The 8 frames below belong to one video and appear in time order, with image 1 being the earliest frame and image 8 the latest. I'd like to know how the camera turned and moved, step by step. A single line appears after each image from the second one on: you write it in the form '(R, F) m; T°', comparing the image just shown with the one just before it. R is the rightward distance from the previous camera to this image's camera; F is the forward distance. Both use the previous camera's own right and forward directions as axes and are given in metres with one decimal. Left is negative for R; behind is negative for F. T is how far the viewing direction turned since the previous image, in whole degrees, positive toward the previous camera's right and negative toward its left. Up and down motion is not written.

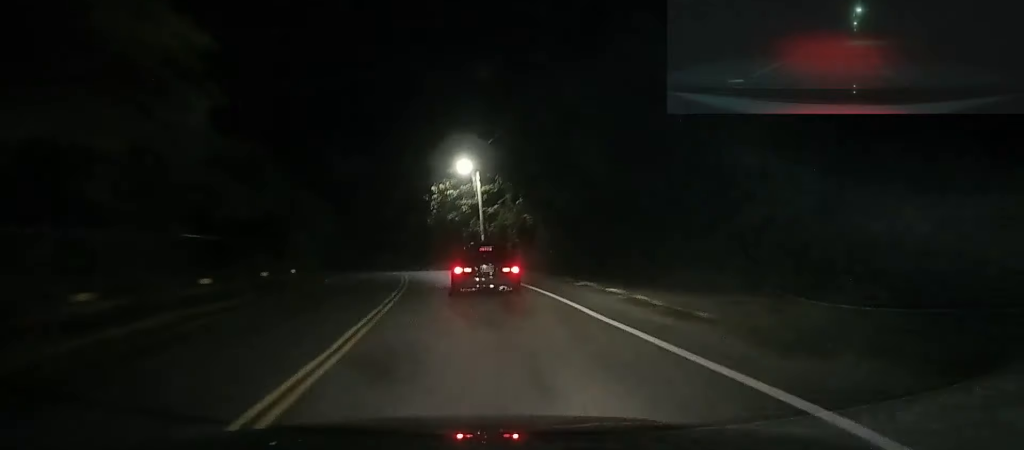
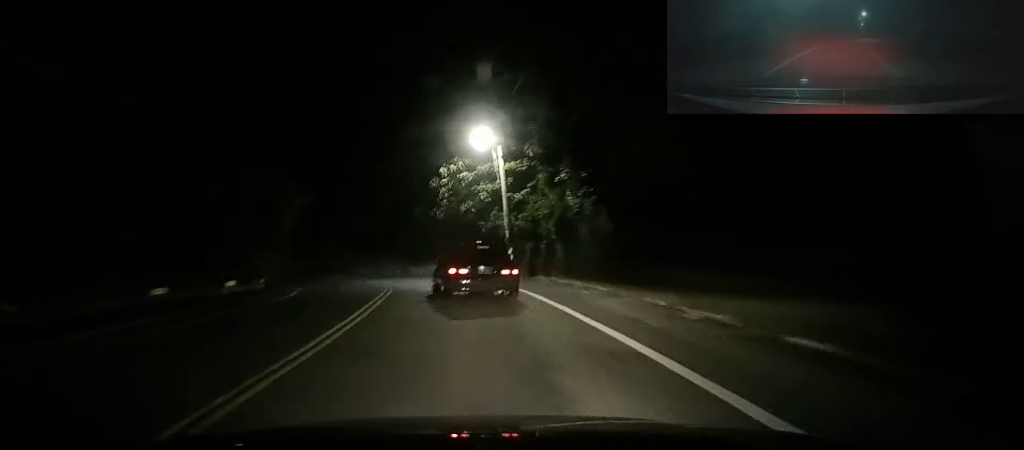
(-0.1, +10.7) m; -1°
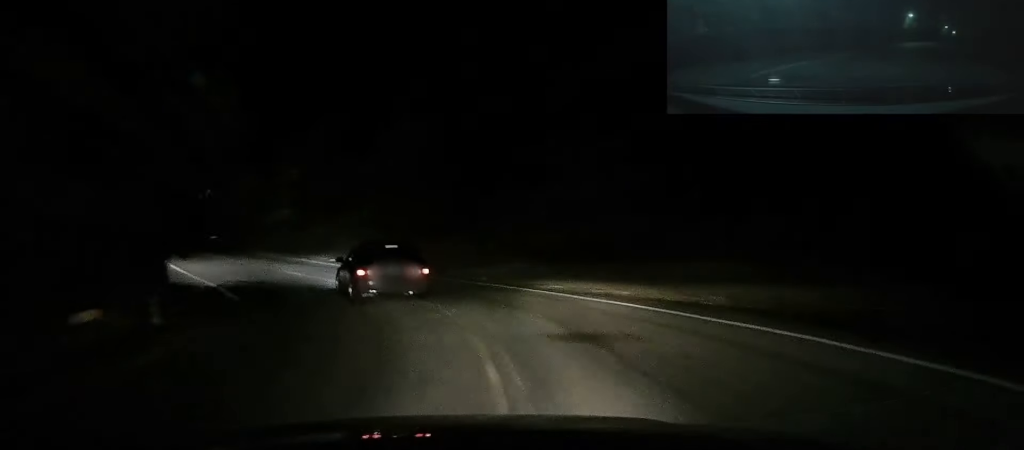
(-2.3, +35.7) m; -19°
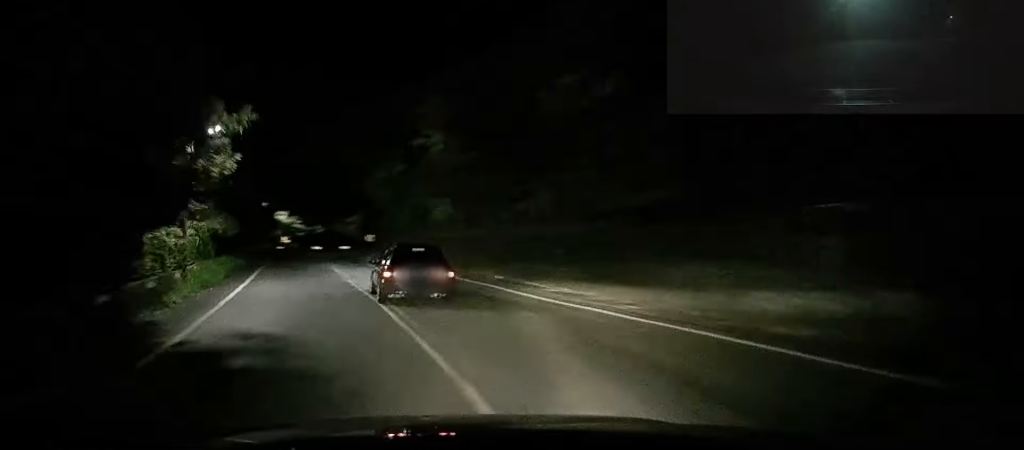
(-2.5, +12.5) m; -11°
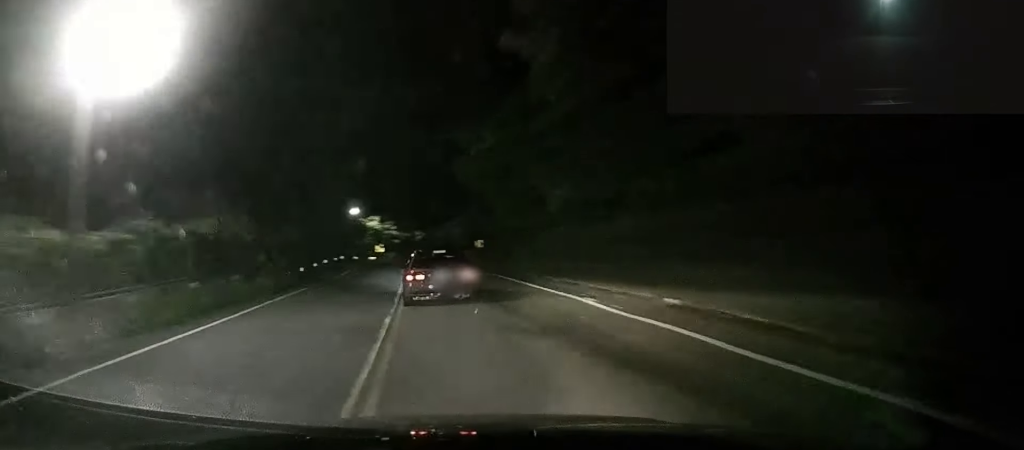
(-0.9, +10.7) m; -8°
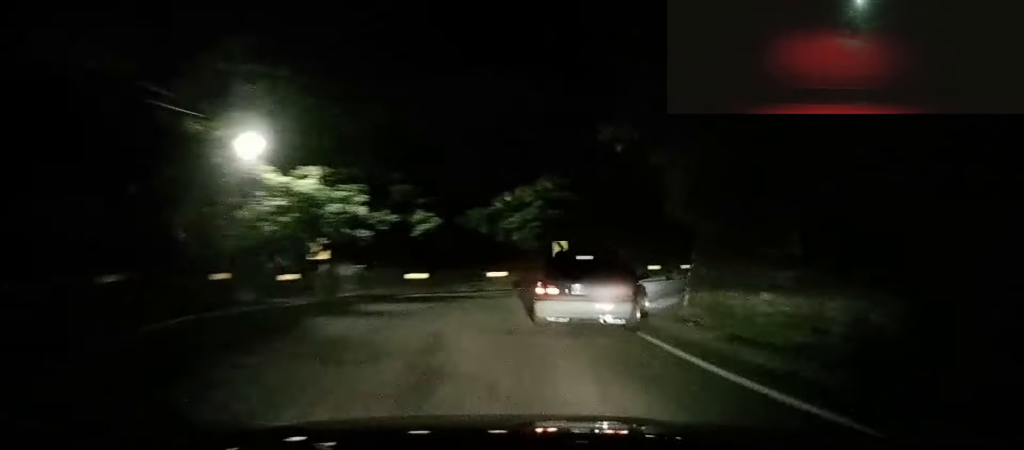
(-6.1, +39.7) m; -25°
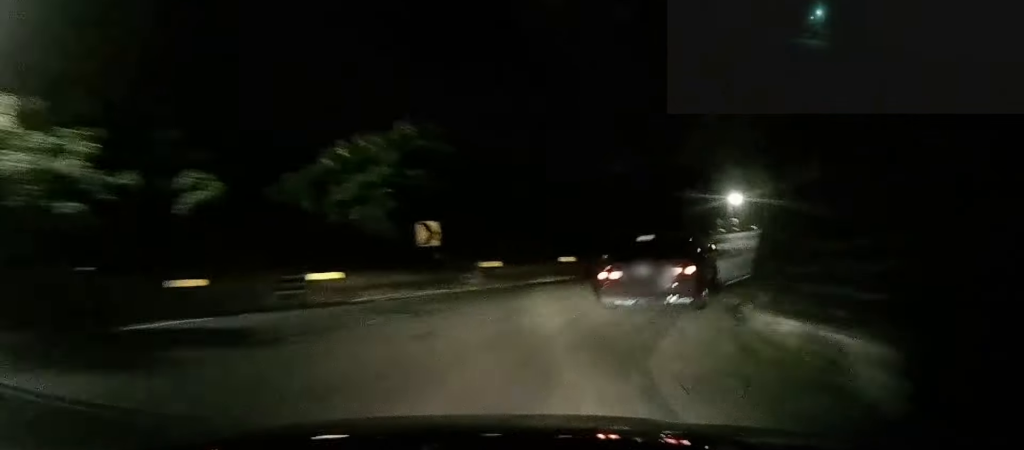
(-2.2, +11.2) m; 0°
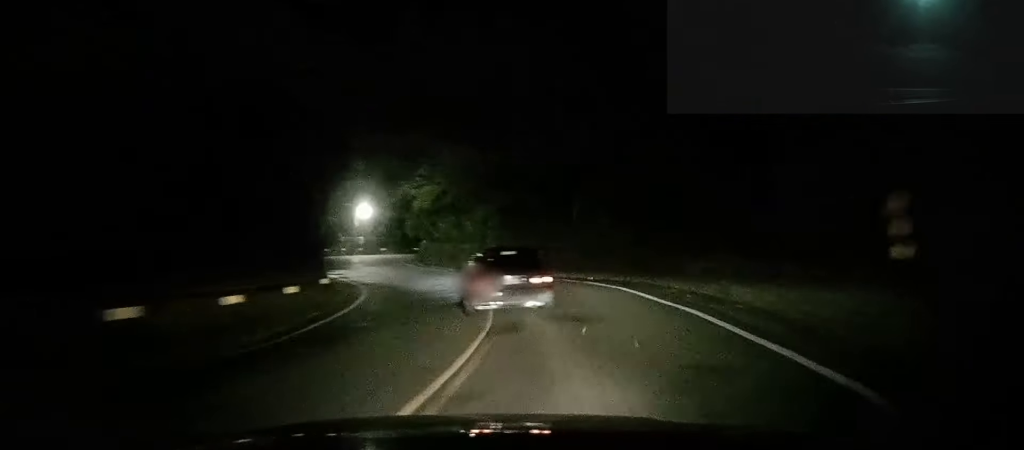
(+1.8, +19.6) m; +17°
